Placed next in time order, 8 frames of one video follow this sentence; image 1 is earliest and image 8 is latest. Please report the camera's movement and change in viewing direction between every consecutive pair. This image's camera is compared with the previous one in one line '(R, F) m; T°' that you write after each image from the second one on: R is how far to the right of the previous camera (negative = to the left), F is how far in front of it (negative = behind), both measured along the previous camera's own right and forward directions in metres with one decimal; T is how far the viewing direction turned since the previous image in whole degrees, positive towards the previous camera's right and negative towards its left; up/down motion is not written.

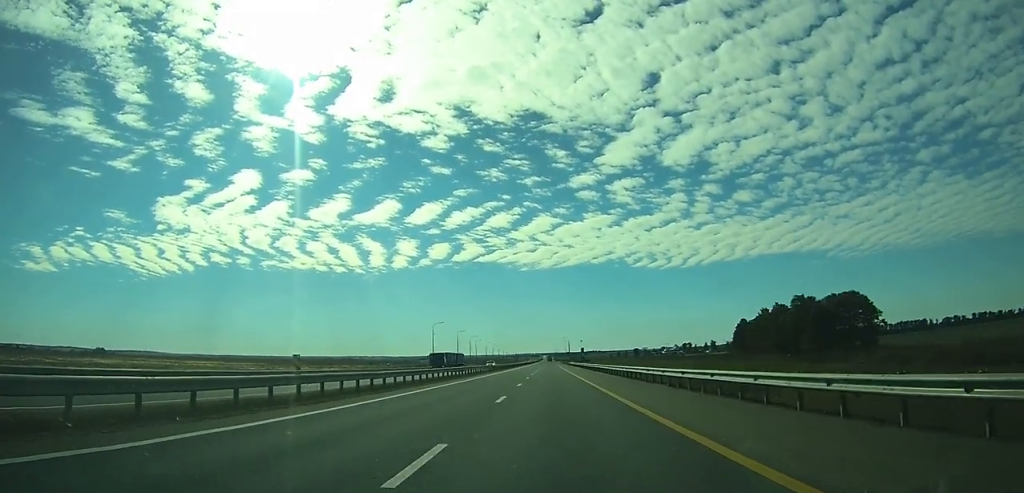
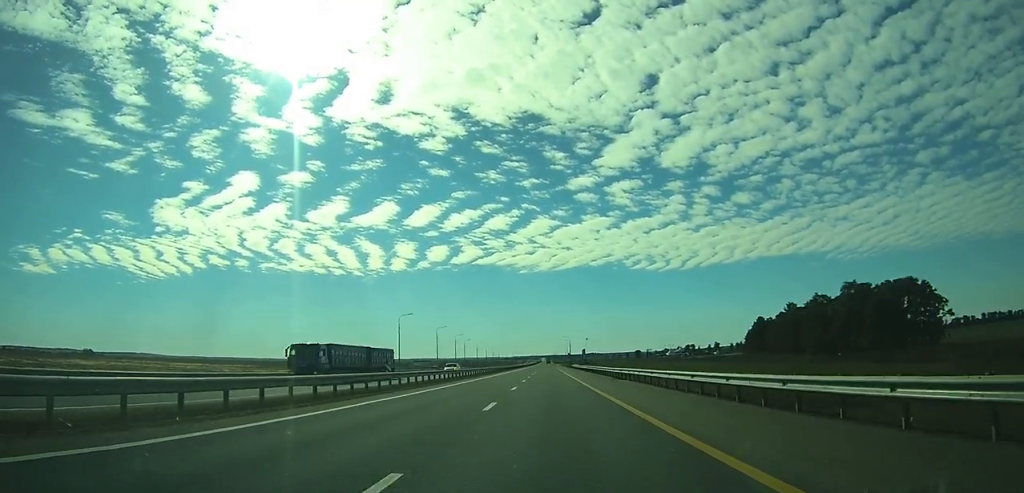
(0.0, +26.4) m; 0°
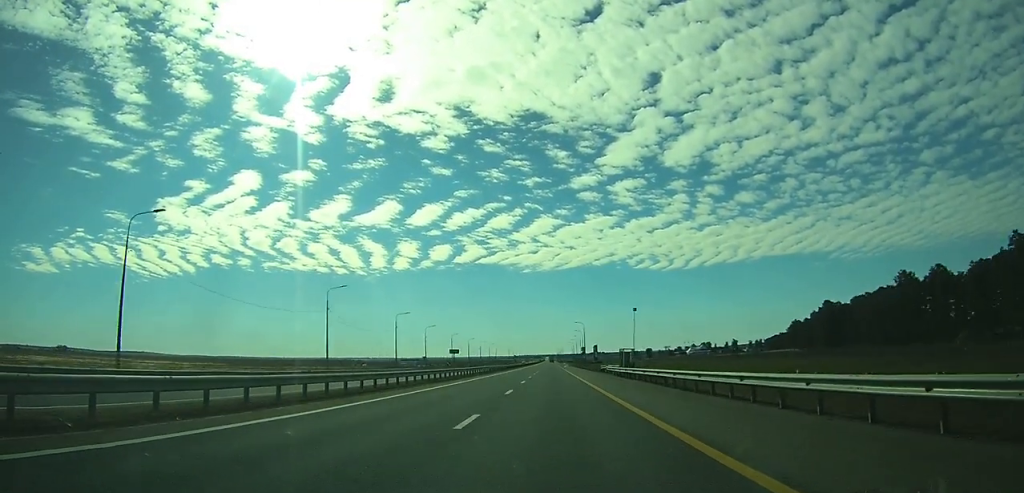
(-0.1, +65.1) m; 0°
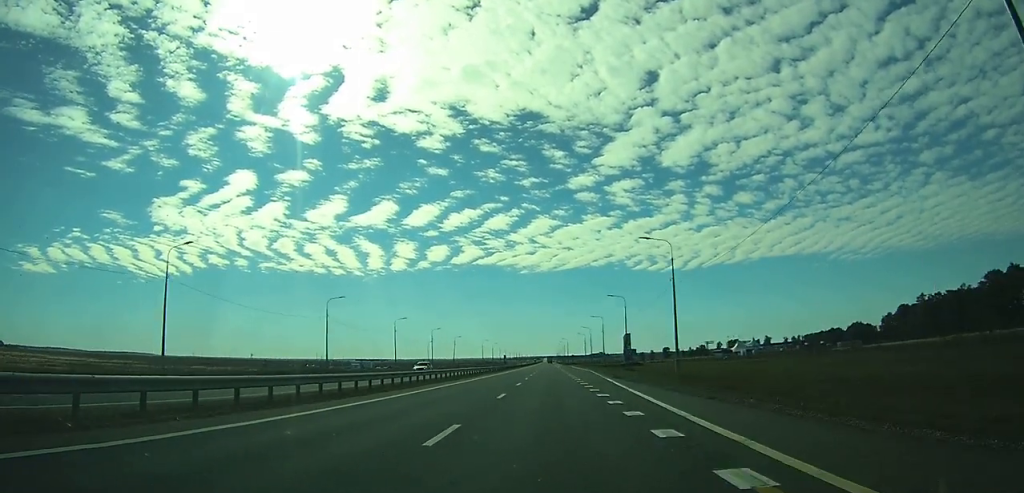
(+0.2, +122.2) m; 0°
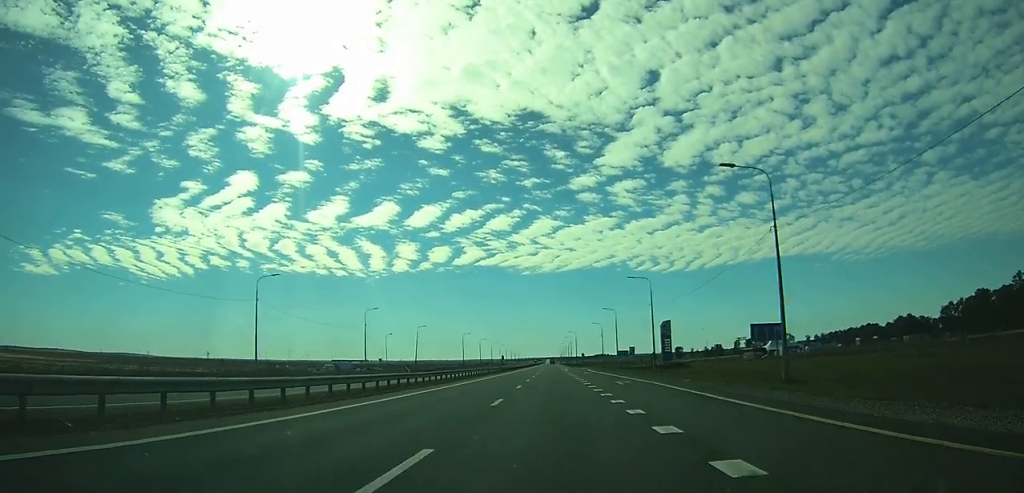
(0.0, +51.0) m; 0°
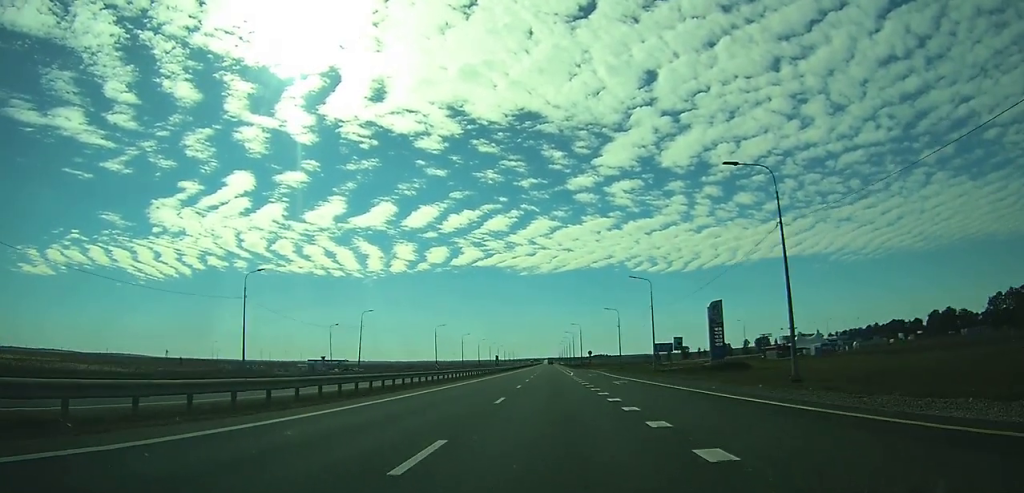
(0.0, +34.8) m; 0°
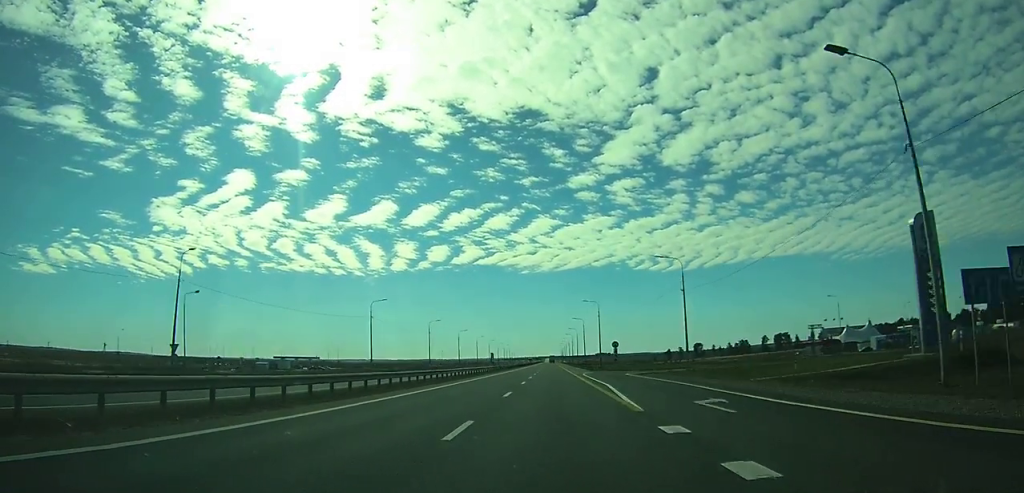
(-0.1, +45.0) m; 0°
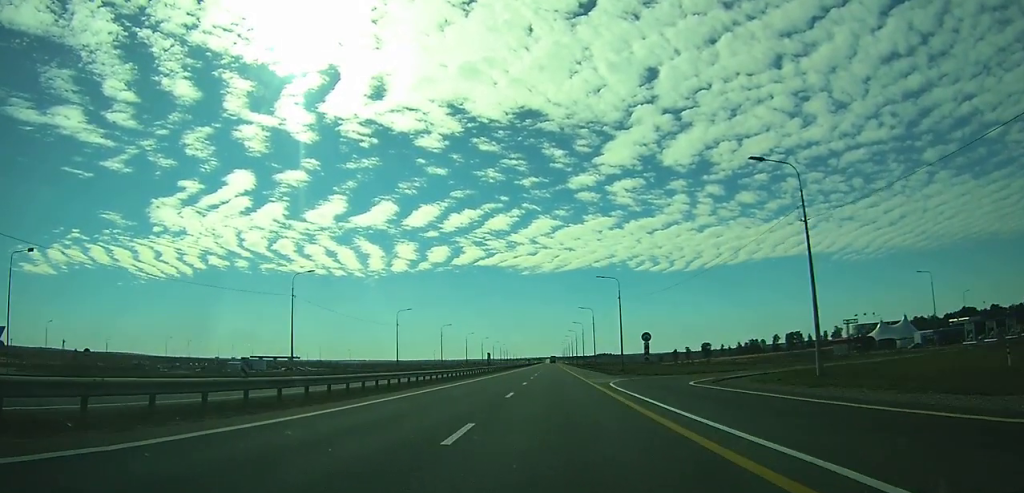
(-0.1, +24.5) m; 0°
